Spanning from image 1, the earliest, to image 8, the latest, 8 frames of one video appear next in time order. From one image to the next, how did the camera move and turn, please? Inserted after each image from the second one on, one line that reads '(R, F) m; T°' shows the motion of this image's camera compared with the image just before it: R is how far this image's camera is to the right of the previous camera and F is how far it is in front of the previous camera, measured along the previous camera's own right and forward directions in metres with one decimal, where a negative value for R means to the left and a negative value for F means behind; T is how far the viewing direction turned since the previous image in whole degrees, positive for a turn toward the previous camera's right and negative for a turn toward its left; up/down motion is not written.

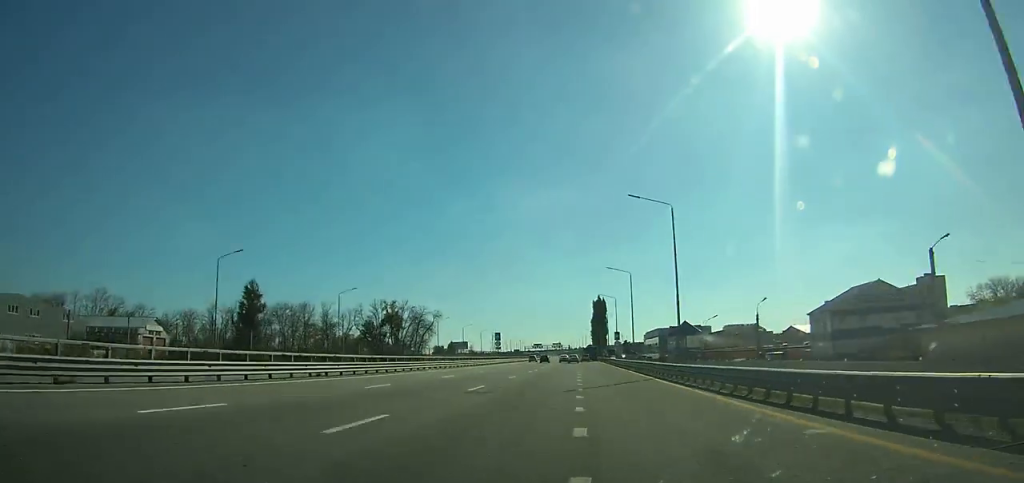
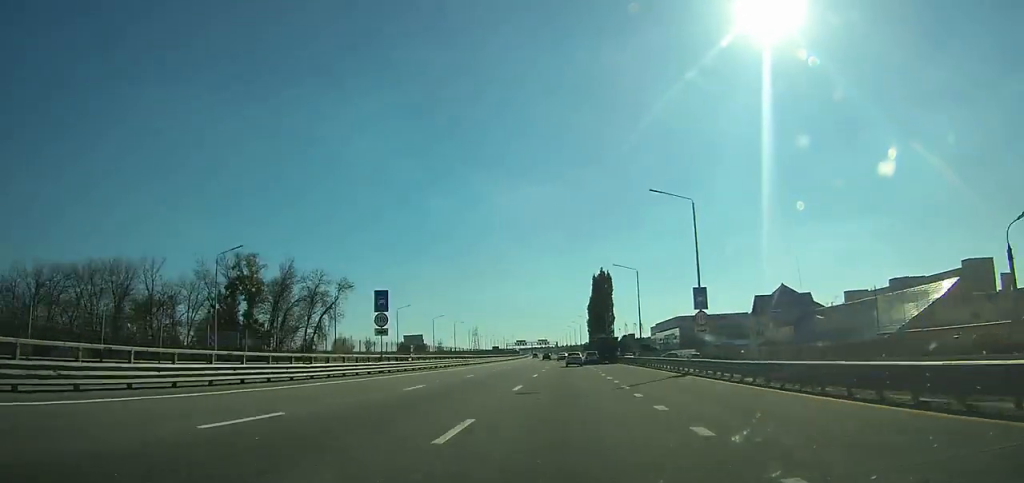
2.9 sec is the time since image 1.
(+0.5, +61.5) m; 0°
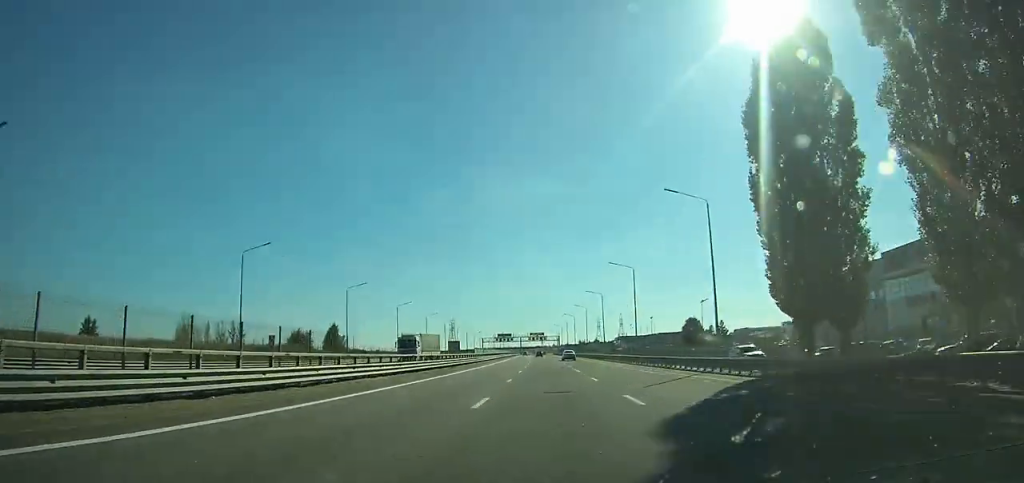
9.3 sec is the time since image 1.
(+1.4, +148.0) m; 0°
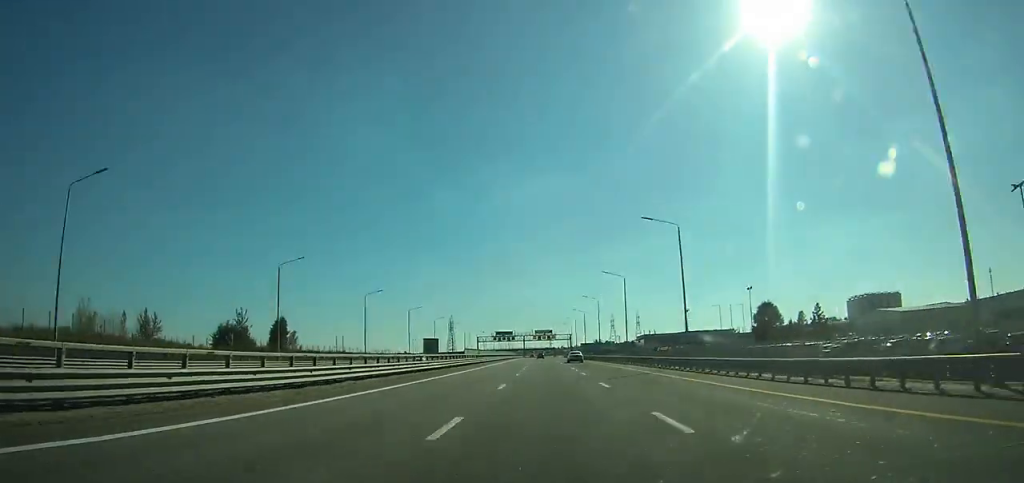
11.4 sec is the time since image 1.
(-0.6, +51.4) m; -1°
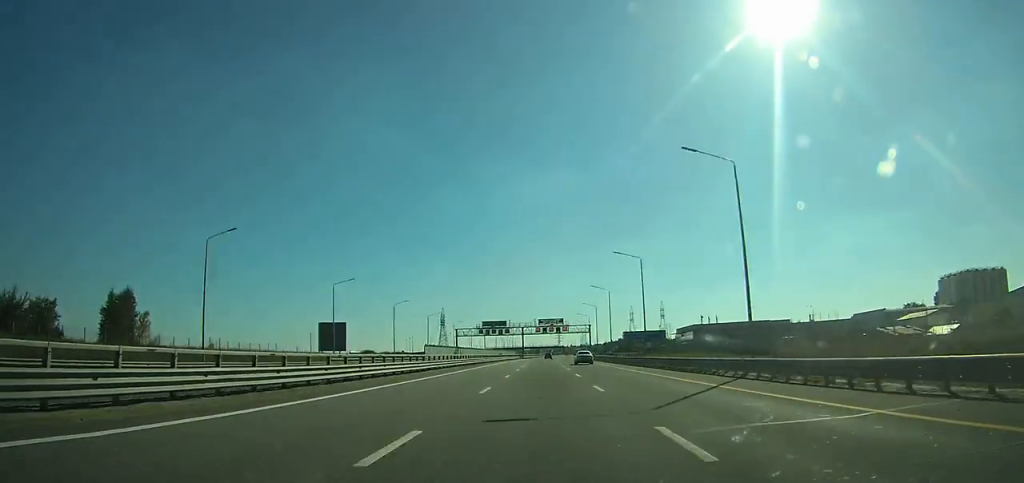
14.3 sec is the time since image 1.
(-0.6, +75.4) m; -1°
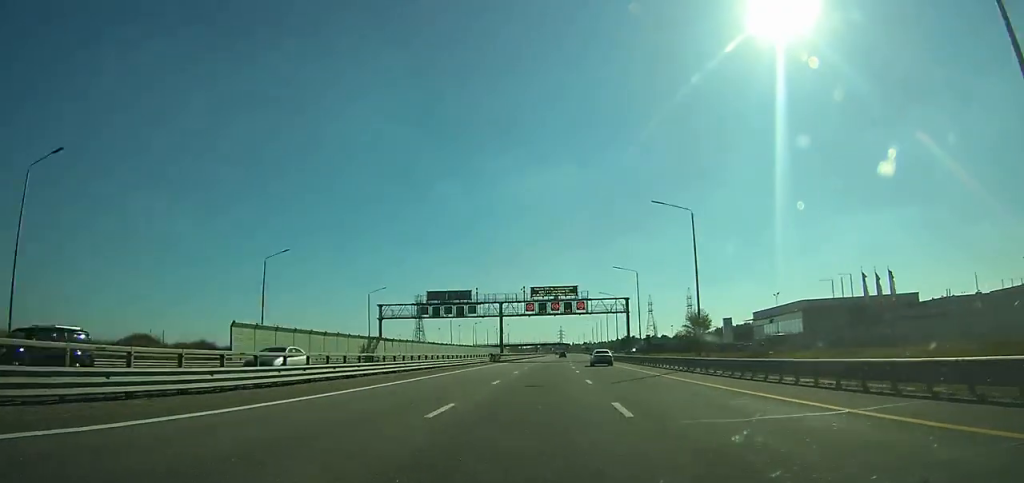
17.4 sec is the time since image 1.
(-0.3, +81.9) m; 0°
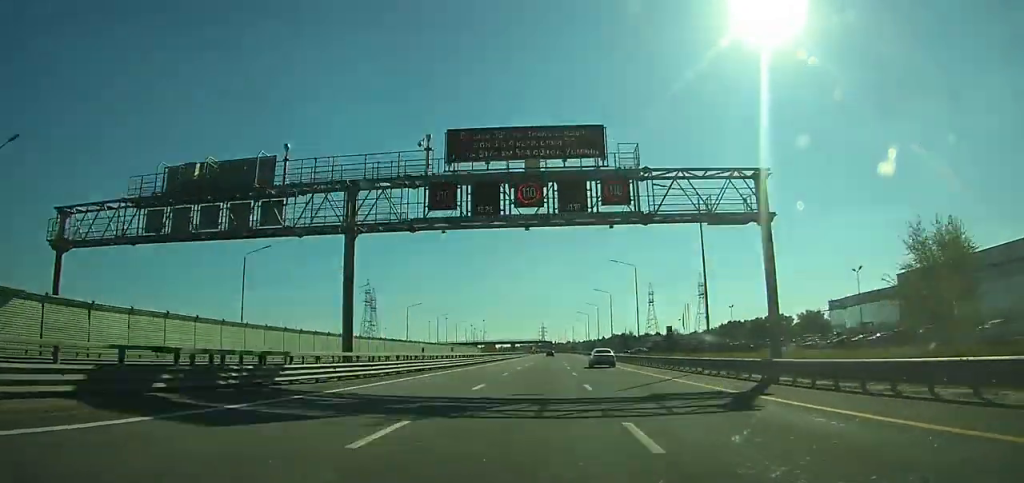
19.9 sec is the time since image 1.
(+0.6, +64.3) m; +1°
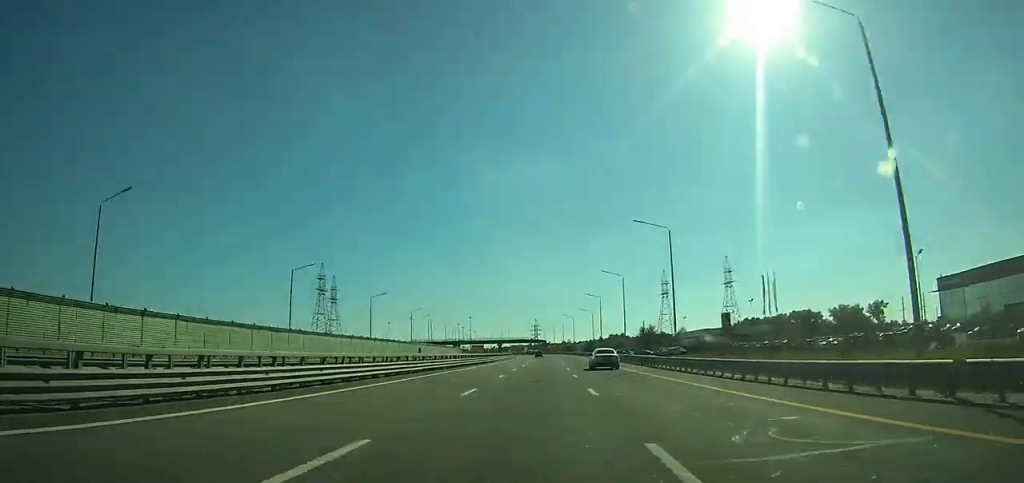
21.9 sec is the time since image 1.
(+0.3, +50.1) m; 0°
